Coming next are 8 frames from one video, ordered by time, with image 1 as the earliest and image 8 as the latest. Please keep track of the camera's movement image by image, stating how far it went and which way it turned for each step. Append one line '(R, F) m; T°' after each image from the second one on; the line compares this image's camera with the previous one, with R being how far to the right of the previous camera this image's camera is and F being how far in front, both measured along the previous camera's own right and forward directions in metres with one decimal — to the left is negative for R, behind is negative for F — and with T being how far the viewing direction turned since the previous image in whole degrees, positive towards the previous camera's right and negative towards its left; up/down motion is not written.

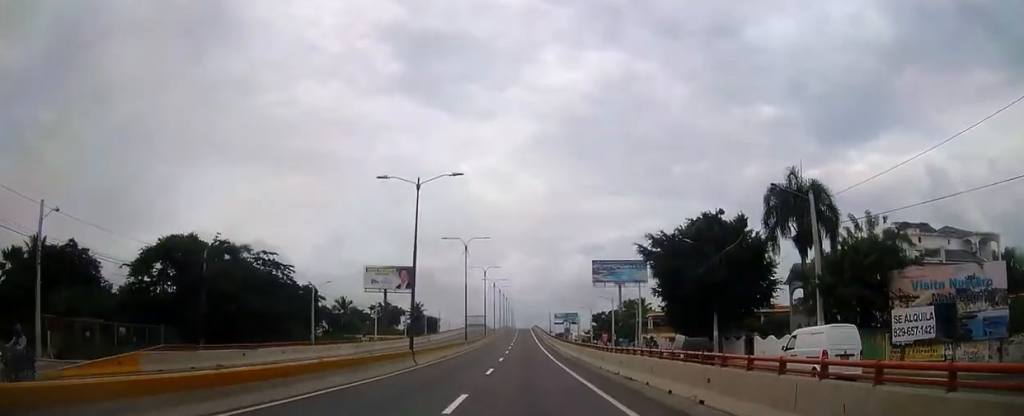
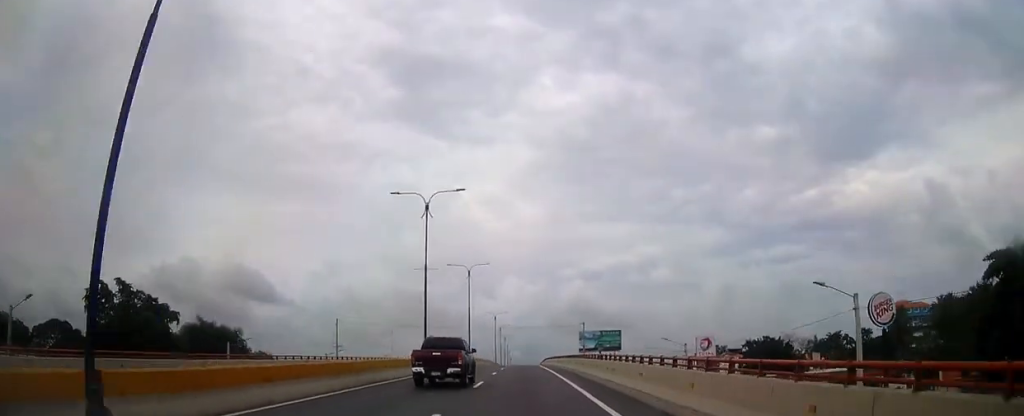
(-1.1, +173.1) m; -1°
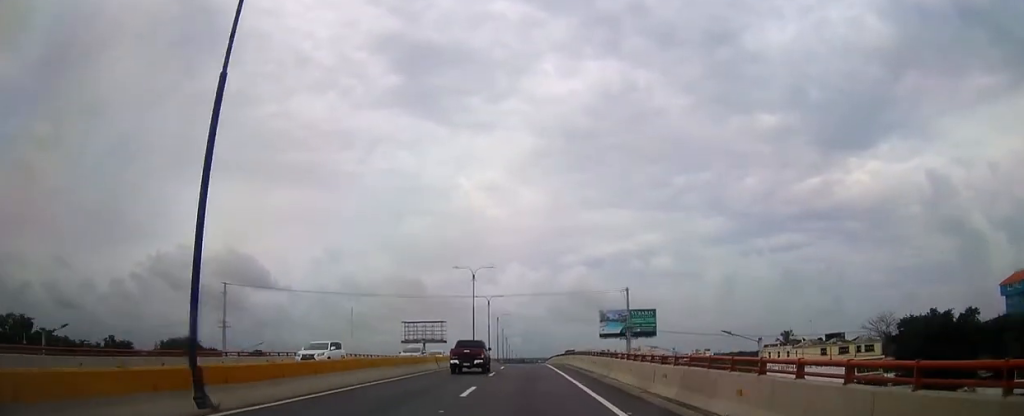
(0.0, +57.9) m; 0°
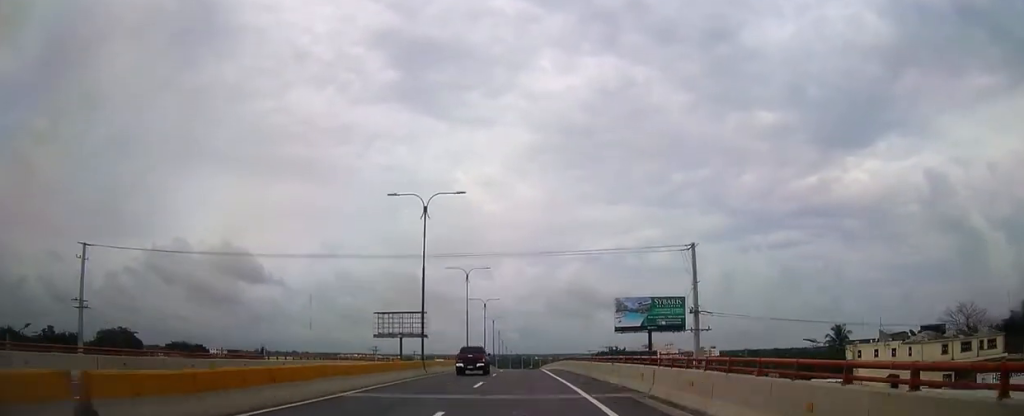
(0.0, +33.0) m; 0°
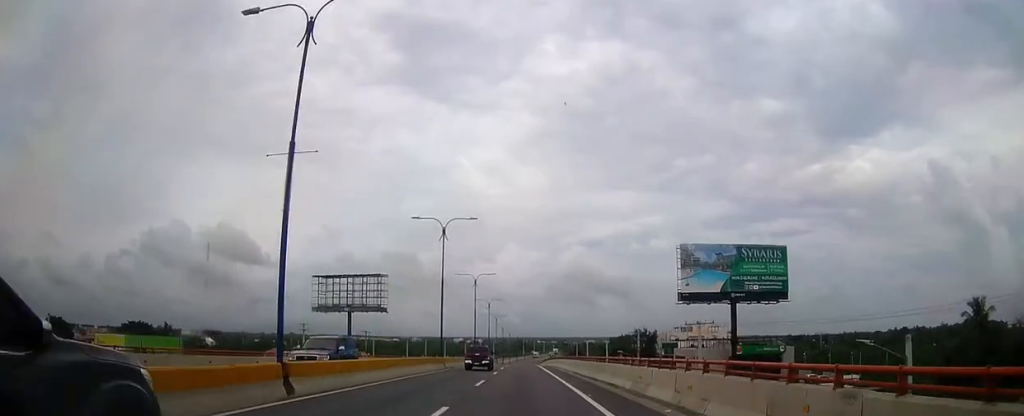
(0.0, +53.4) m; 0°
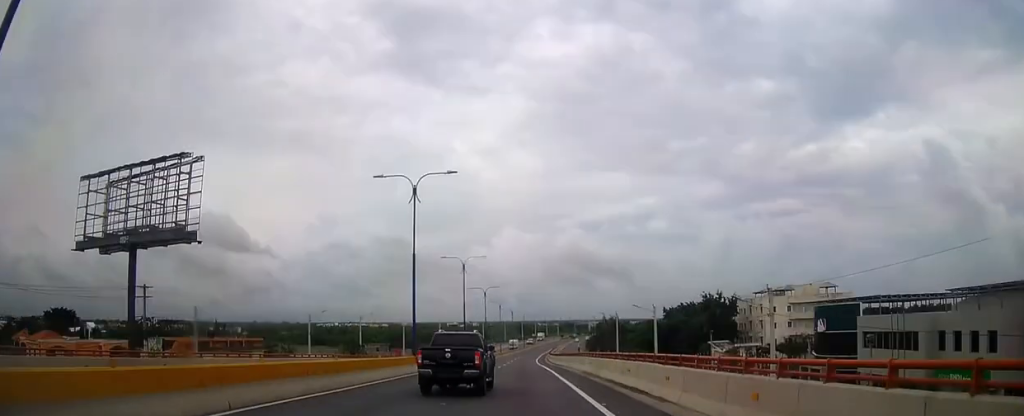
(0.0, +70.8) m; 0°
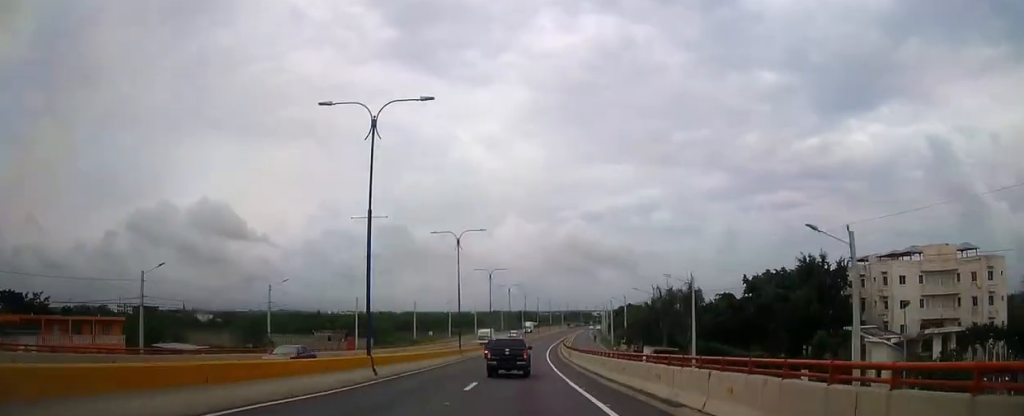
(+0.1, +40.2) m; +1°
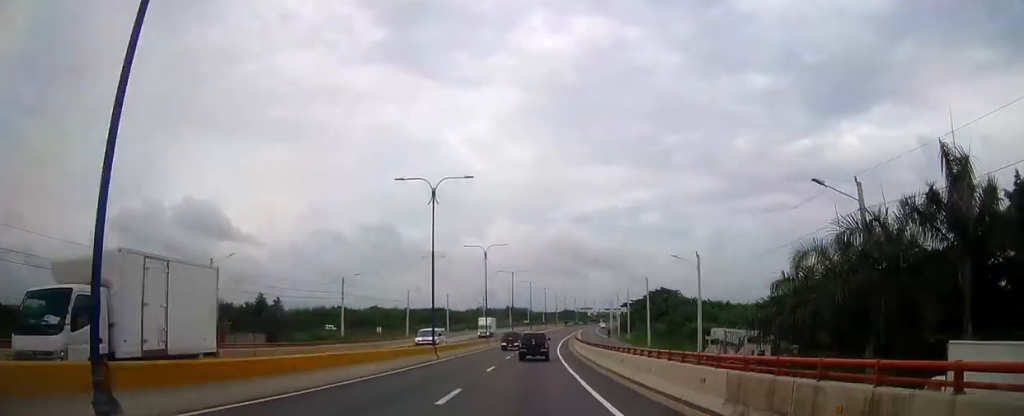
(0.0, +46.0) m; +1°
